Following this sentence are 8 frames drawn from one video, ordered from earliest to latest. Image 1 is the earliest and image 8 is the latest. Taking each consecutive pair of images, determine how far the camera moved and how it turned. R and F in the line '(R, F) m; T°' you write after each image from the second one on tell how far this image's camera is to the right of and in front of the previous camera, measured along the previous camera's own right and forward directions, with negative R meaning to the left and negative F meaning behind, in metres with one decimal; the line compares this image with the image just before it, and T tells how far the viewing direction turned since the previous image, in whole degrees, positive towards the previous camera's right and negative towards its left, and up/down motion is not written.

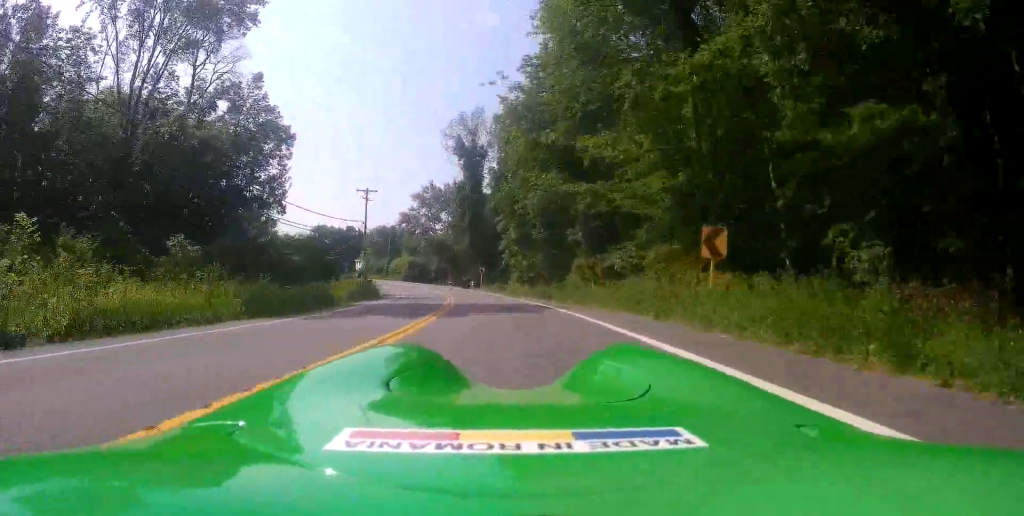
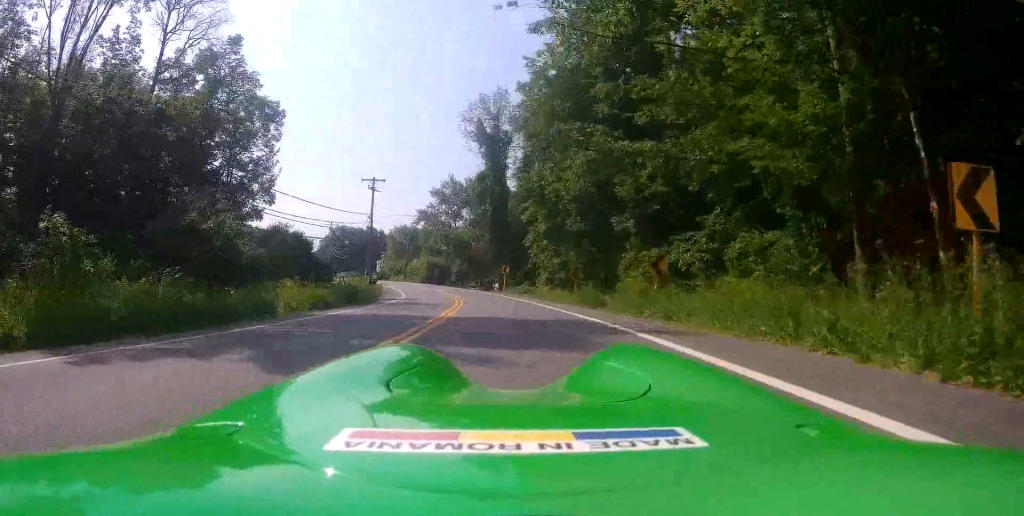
(-0.2, +9.0) m; -2°
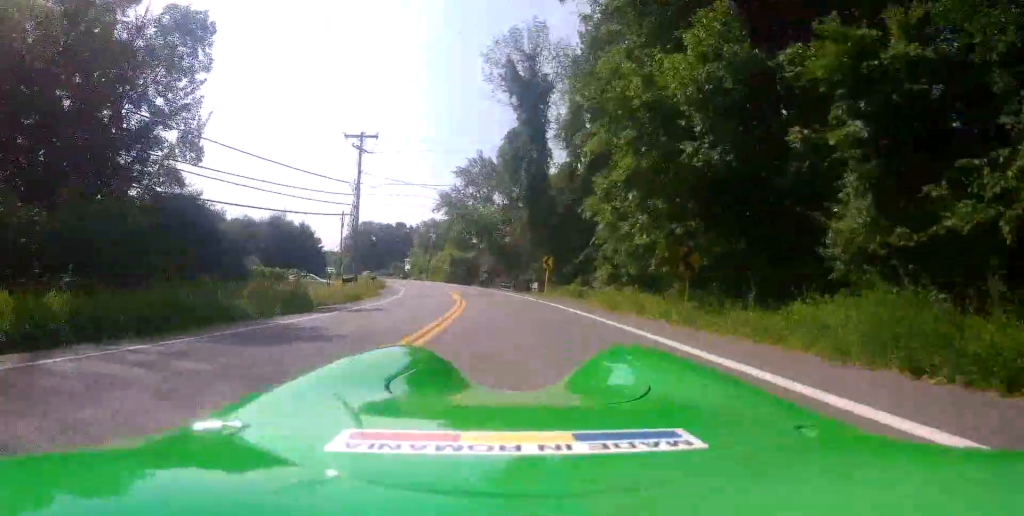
(-0.8, +17.2) m; -4°
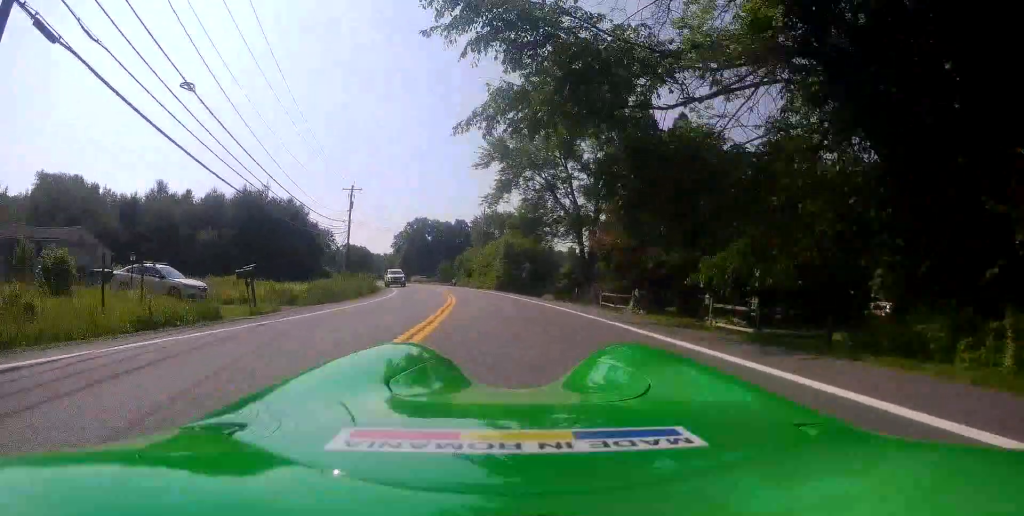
(-2.3, +34.9) m; -9°
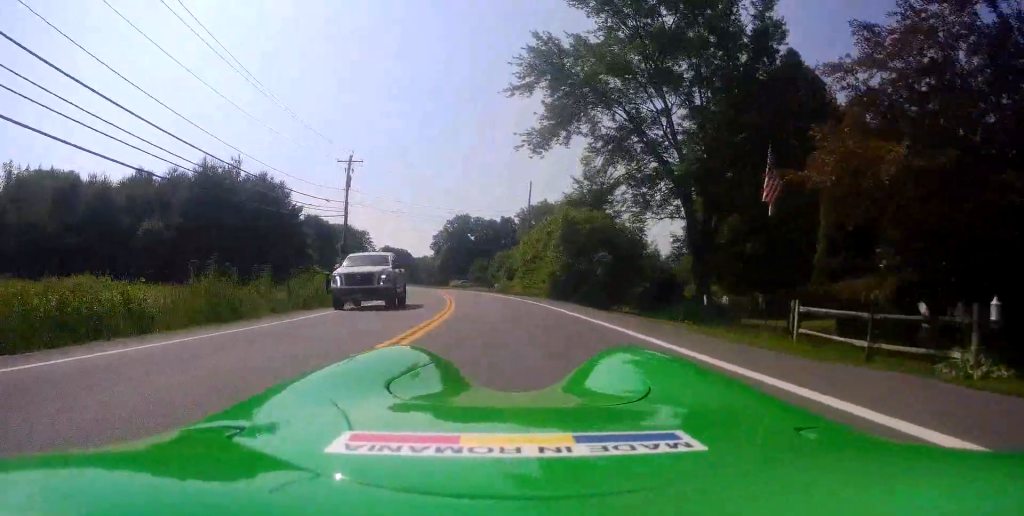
(-0.7, +19.4) m; -5°
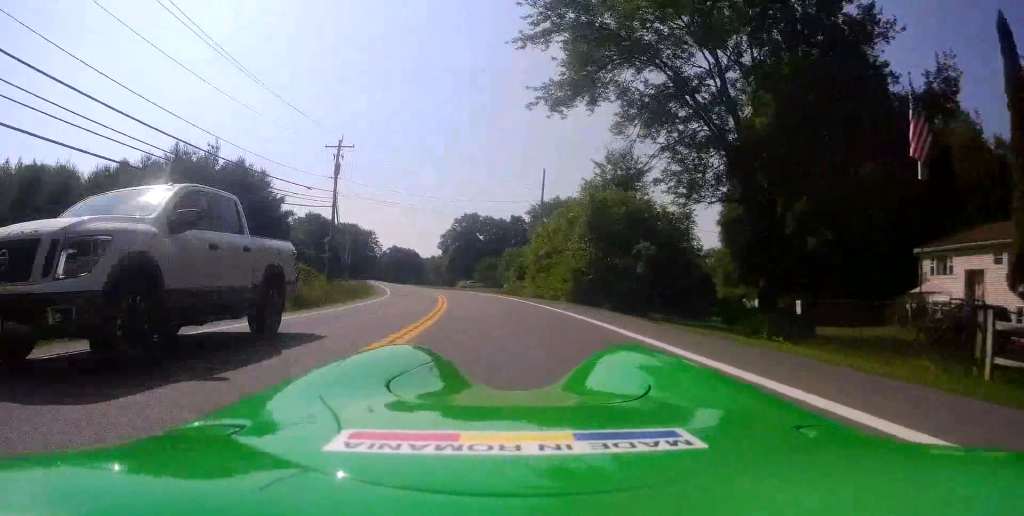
(-0.3, +7.0) m; -2°
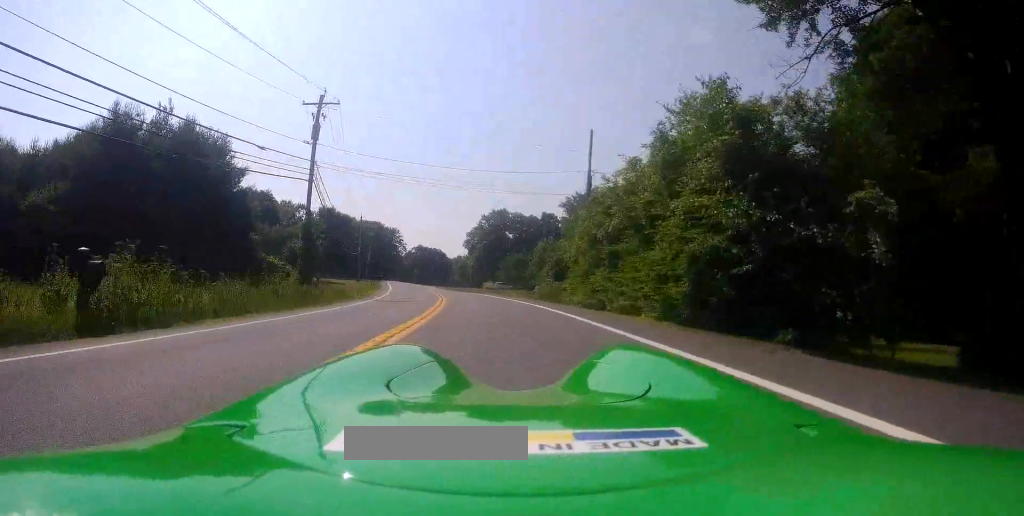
(-0.3, +11.9) m; -3°
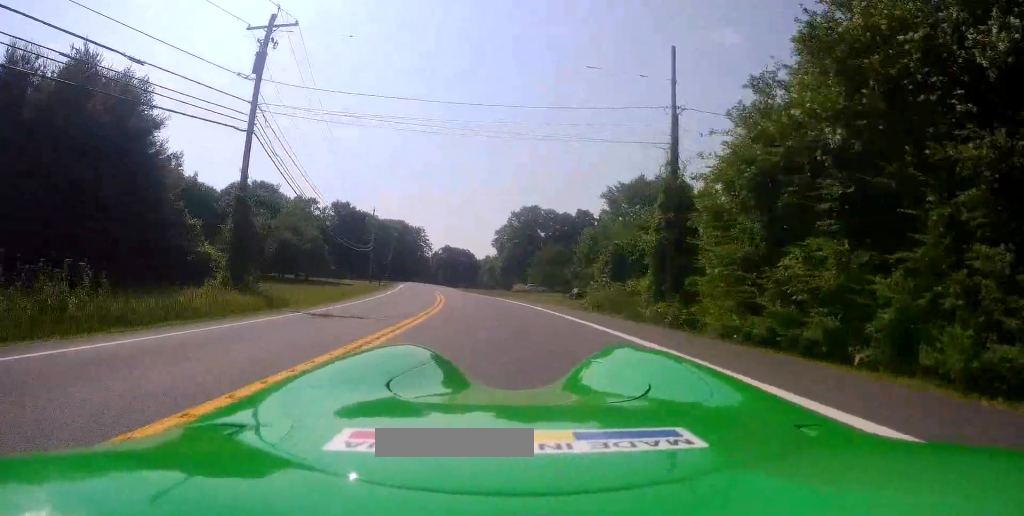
(-0.2, +12.5) m; -3°
